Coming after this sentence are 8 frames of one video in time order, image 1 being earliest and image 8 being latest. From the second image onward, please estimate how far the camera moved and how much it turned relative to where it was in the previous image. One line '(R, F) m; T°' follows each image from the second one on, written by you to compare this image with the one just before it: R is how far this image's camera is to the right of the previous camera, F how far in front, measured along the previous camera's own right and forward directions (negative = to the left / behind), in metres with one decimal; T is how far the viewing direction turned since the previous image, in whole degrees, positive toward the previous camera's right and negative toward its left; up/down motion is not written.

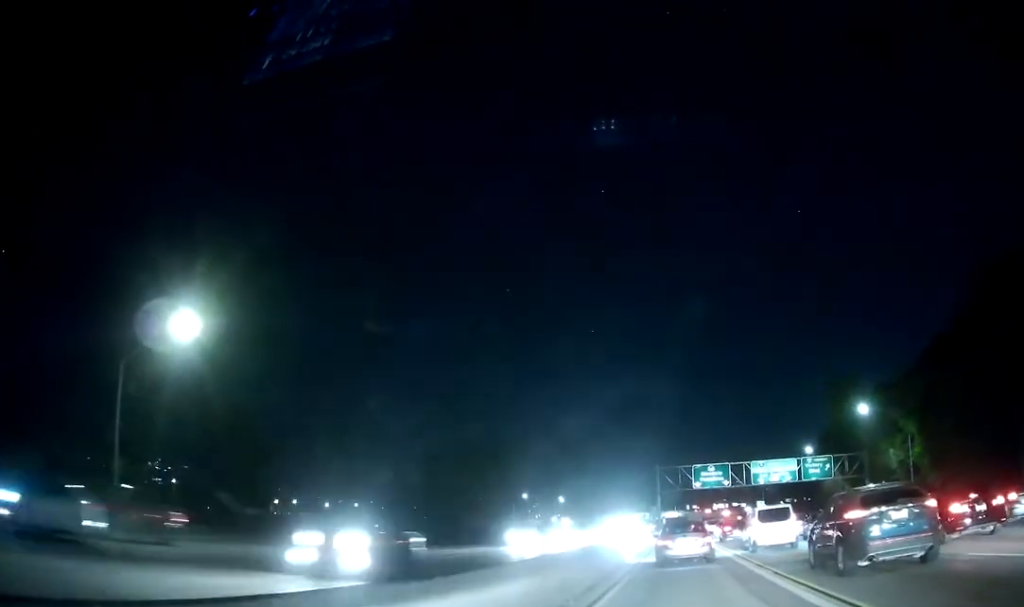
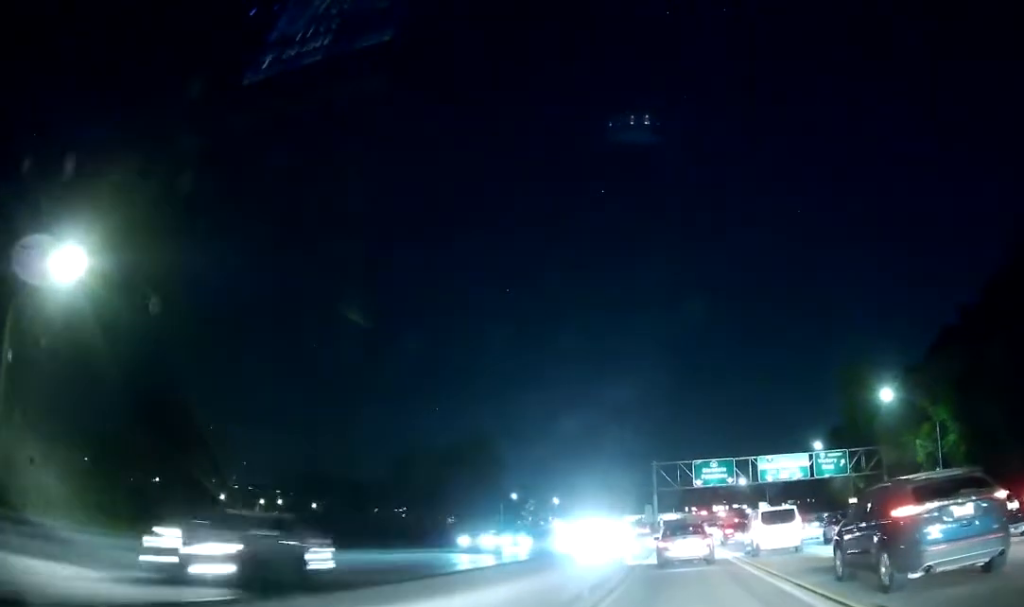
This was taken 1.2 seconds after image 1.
(-0.1, +9.7) m; -1°
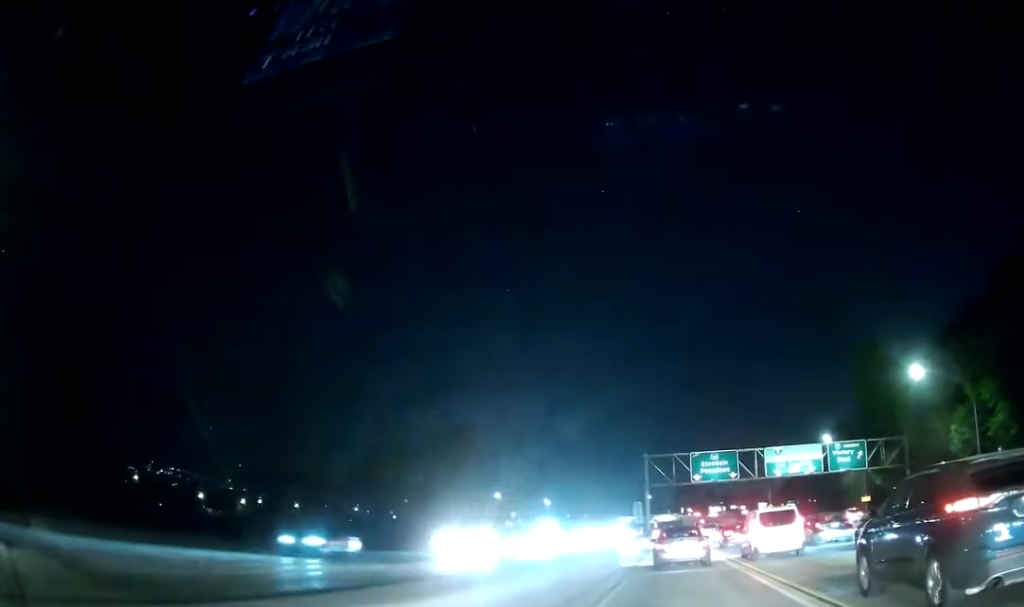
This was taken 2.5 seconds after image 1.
(-0.2, +10.3) m; 0°
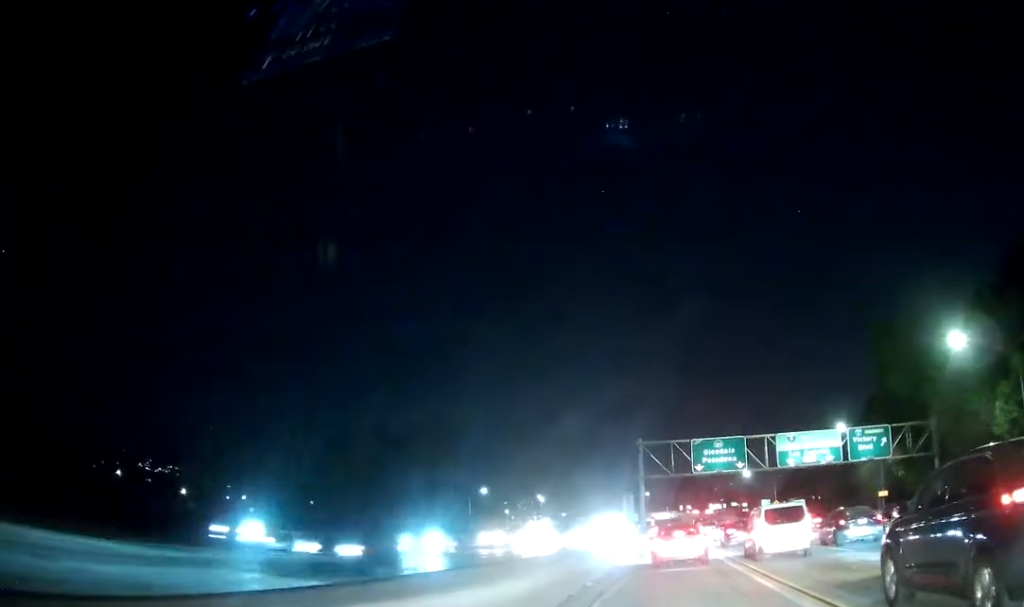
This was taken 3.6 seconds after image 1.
(+0.3, +9.2) m; +3°
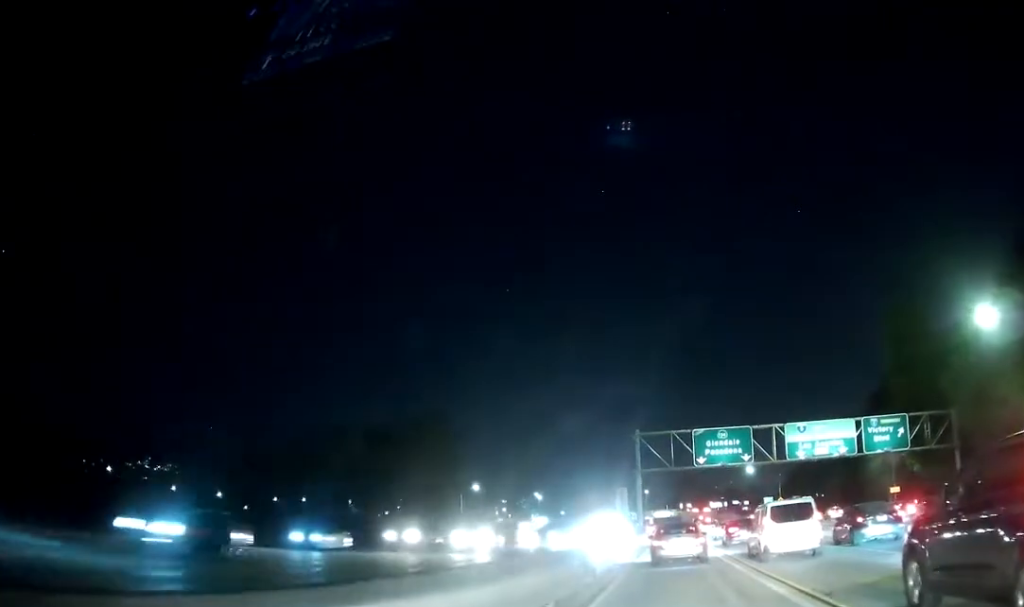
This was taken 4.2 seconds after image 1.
(+0.2, +5.5) m; -1°
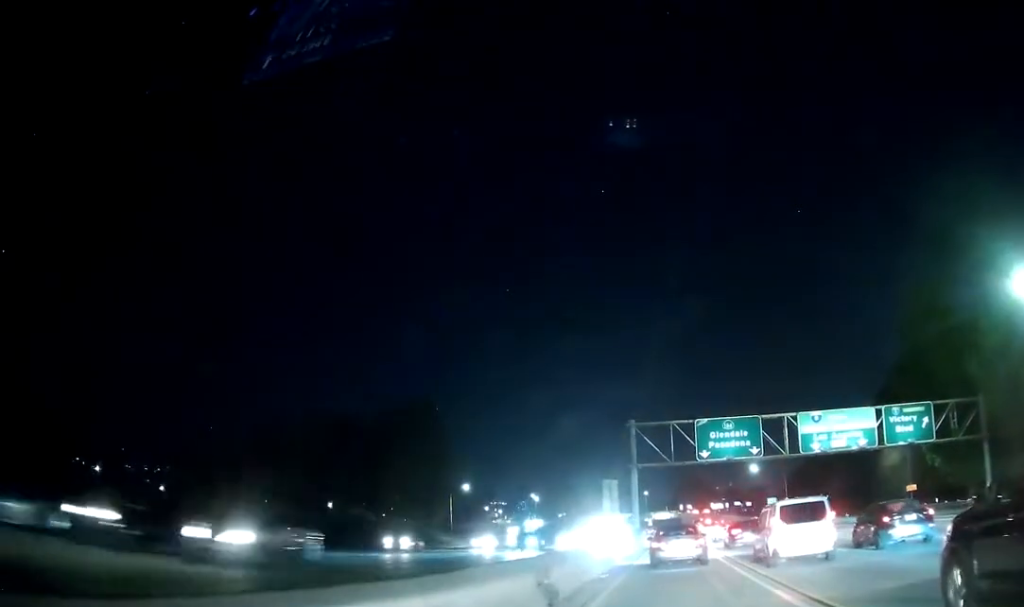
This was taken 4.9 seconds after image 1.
(-0.1, +6.3) m; -1°
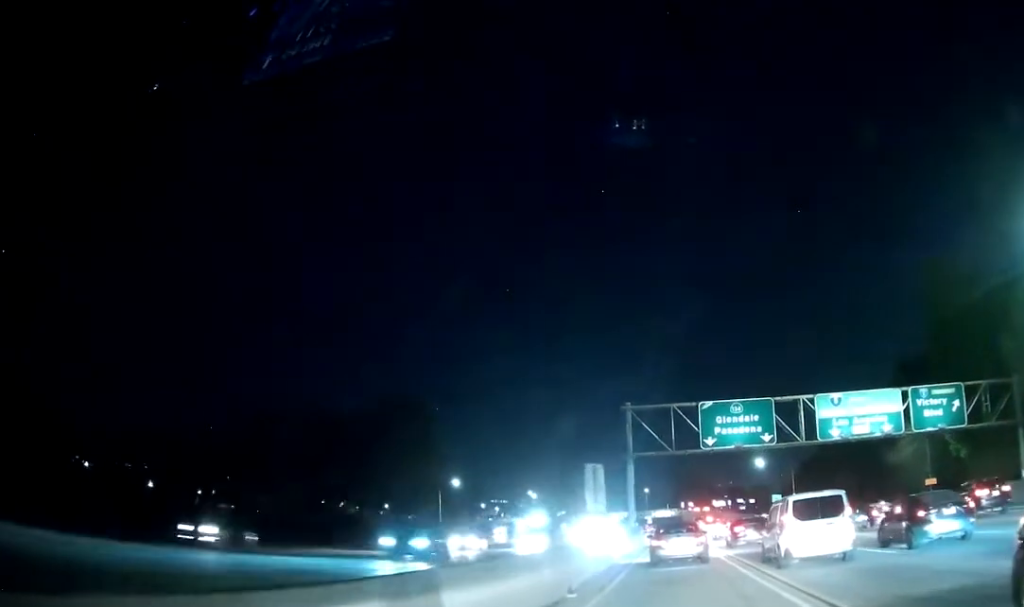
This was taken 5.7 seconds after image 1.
(-0.2, +6.7) m; 0°
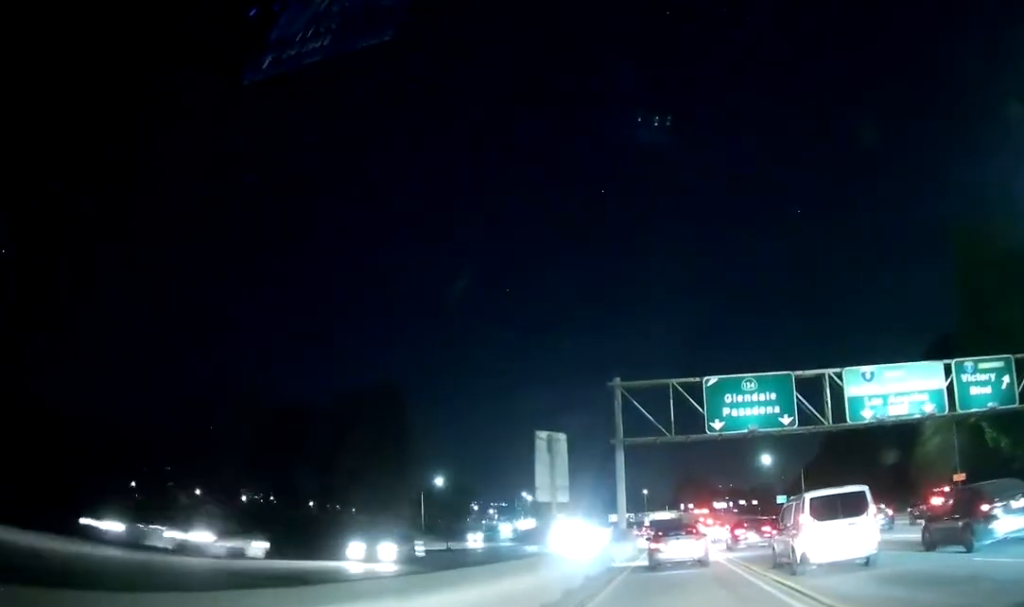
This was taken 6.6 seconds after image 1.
(+0.2, +9.0) m; +2°
